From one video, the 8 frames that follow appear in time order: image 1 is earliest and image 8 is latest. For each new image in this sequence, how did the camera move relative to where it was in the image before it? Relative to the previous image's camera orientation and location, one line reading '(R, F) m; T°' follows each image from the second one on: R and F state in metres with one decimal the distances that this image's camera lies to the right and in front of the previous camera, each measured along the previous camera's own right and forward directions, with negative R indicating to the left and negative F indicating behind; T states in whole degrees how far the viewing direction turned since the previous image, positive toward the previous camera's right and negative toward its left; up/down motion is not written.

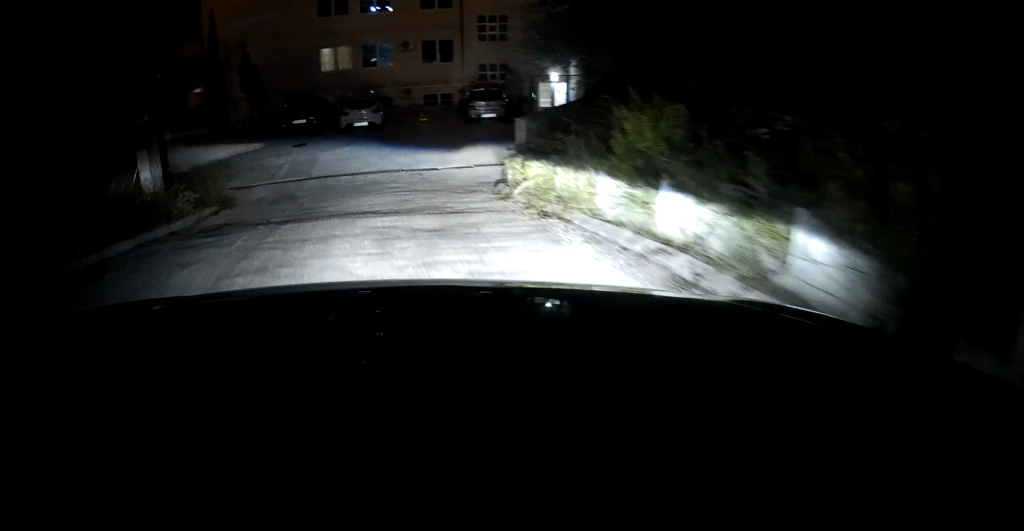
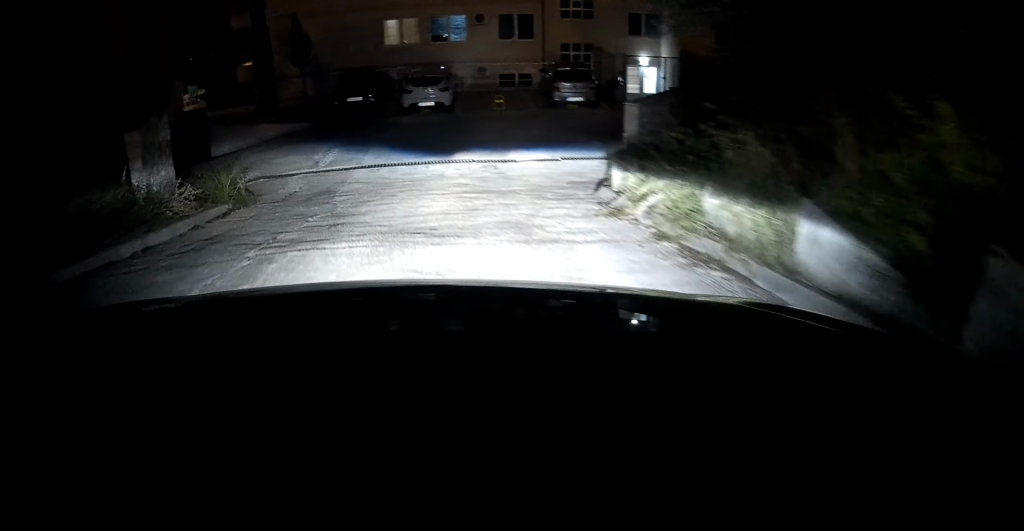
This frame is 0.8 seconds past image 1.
(-0.1, +3.0) m; -1°
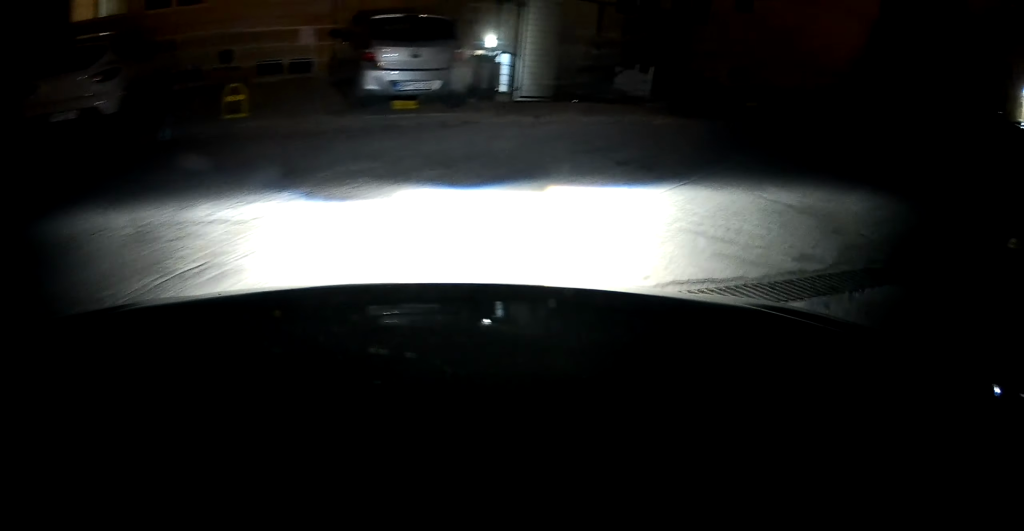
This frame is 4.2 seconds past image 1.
(+1.1, +10.9) m; +34°
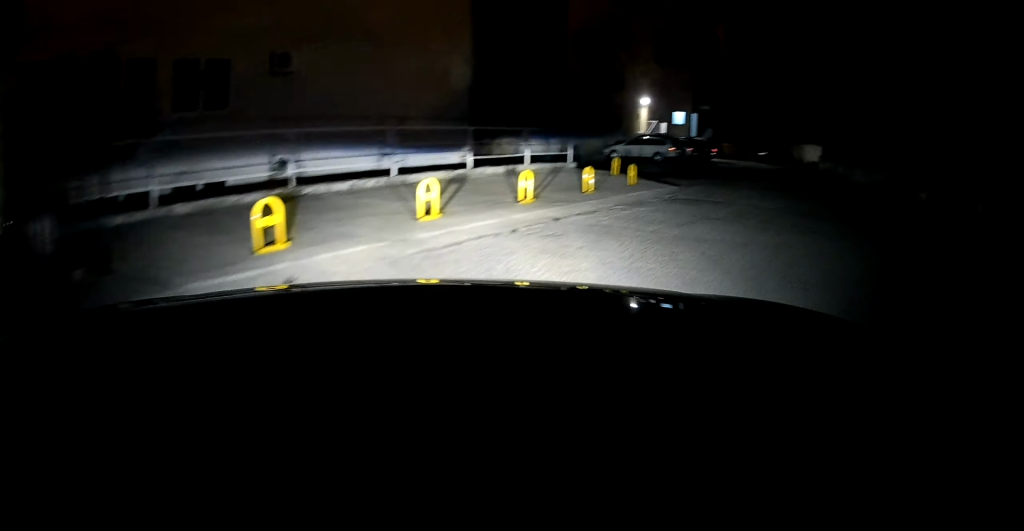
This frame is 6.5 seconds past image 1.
(+2.4, +6.5) m; +35°
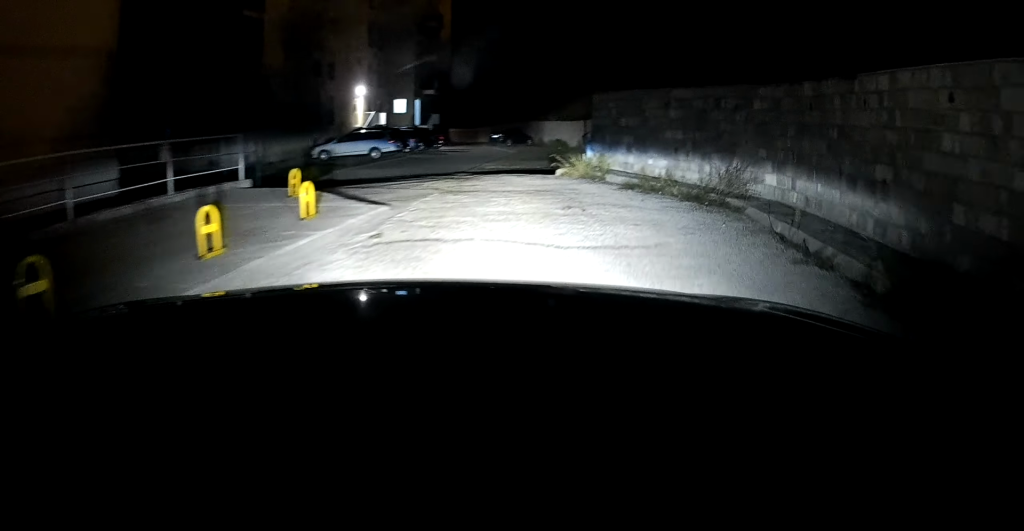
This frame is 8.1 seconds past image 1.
(+1.1, +5.6) m; +12°
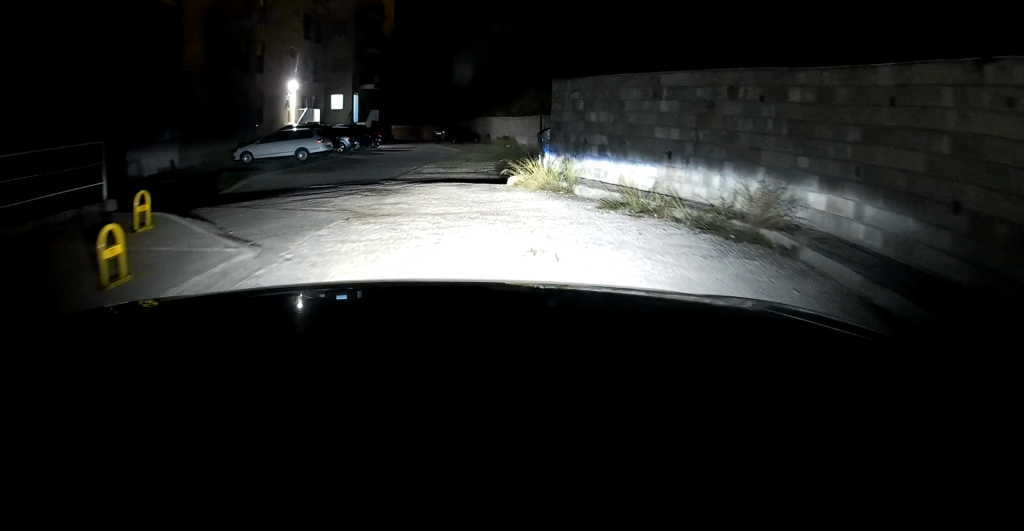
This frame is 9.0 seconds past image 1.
(+0.2, +3.2) m; -1°
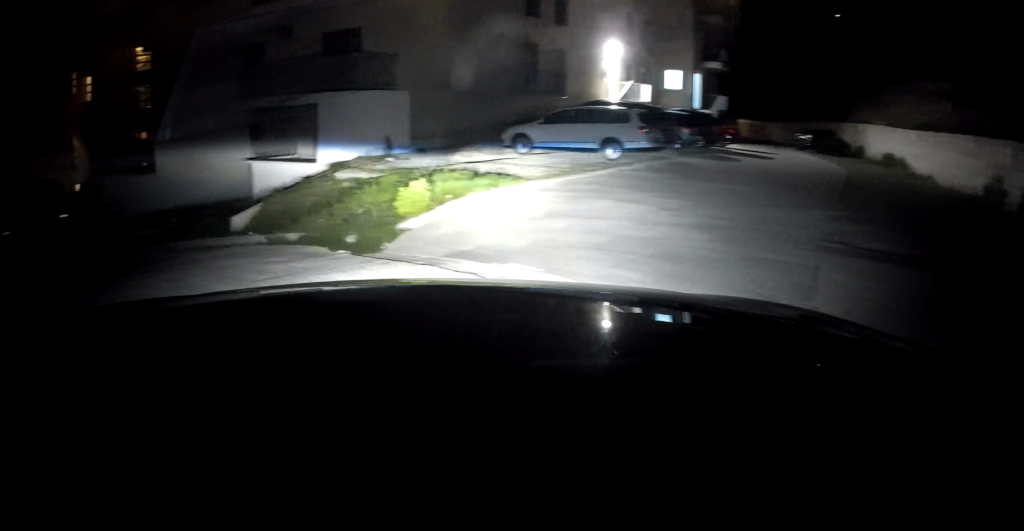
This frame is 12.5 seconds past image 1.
(-2.0, +11.1) m; -34°
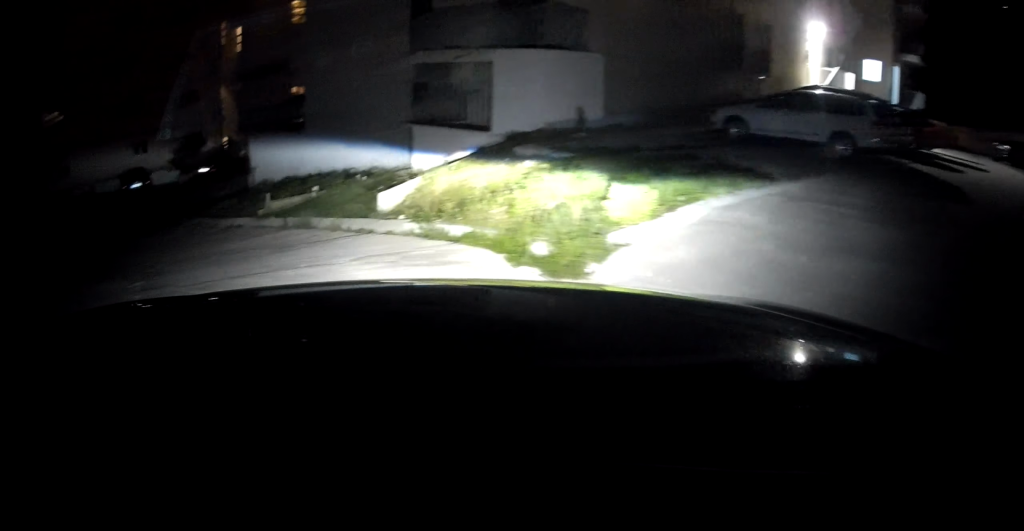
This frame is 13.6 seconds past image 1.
(-0.6, +3.3) m; -13°
